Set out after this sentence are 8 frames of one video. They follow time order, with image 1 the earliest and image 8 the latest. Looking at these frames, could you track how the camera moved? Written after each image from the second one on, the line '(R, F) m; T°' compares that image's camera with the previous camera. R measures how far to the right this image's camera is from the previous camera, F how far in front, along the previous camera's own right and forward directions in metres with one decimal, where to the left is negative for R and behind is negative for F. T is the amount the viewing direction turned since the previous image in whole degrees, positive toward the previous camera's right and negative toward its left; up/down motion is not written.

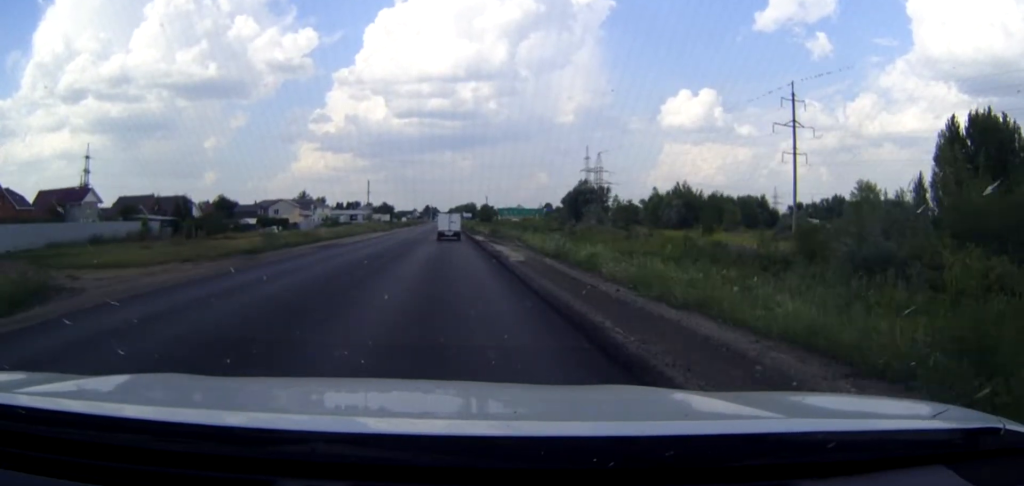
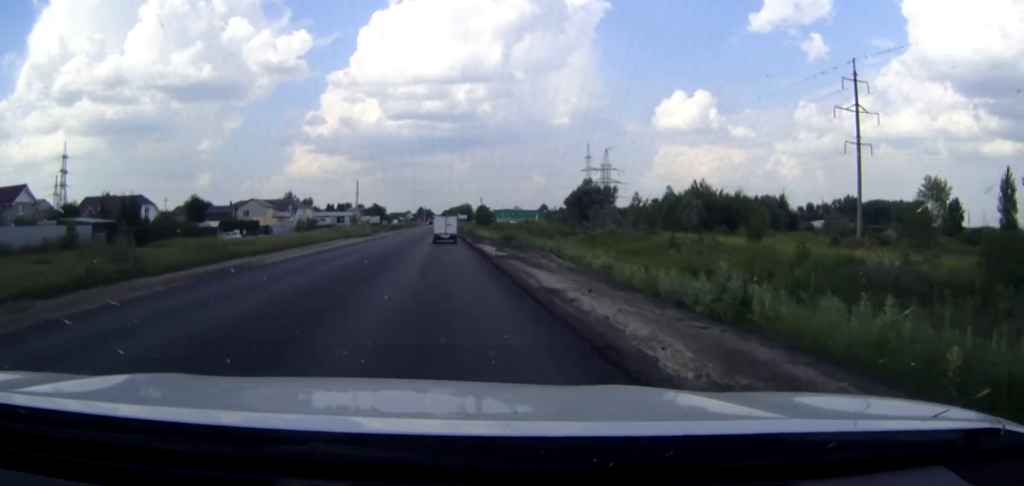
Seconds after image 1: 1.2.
(0.0, +20.7) m; 0°
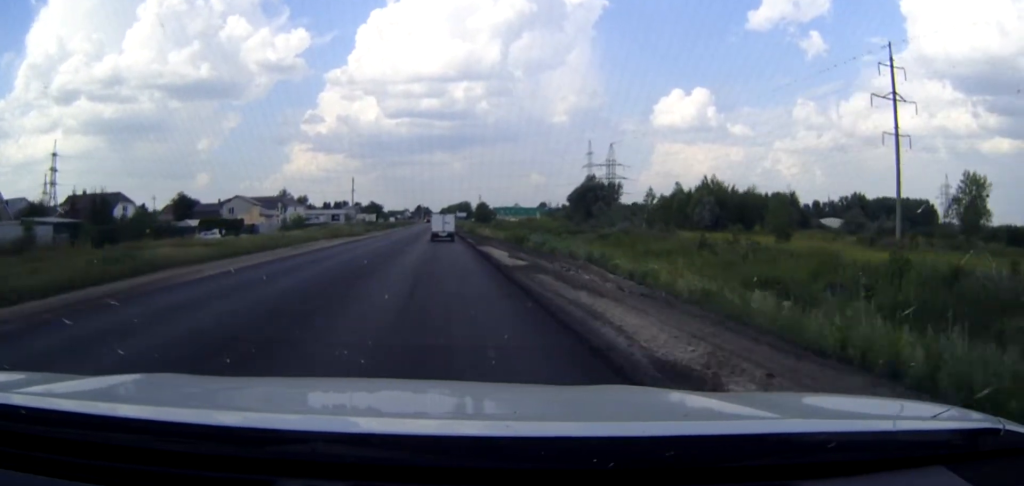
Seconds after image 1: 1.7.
(0.0, +9.4) m; 0°
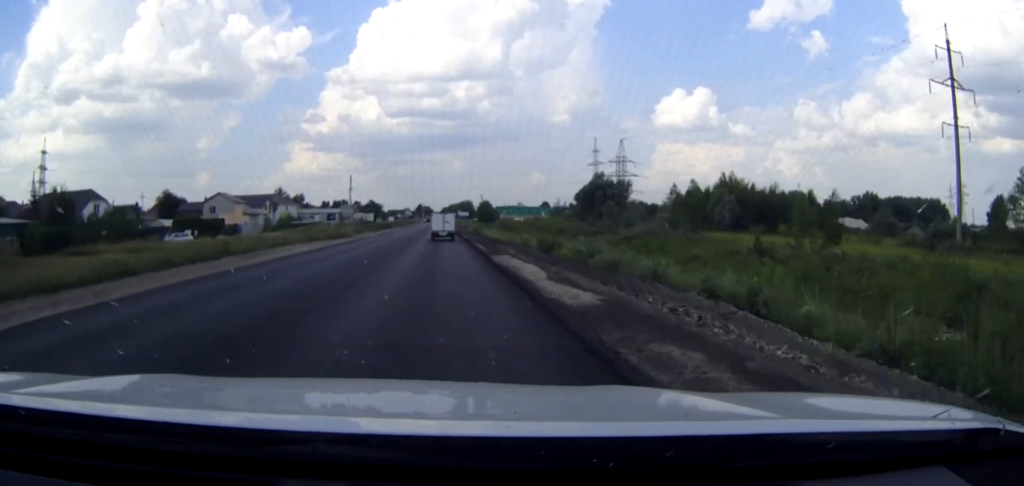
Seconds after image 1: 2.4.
(0.0, +11.8) m; 0°
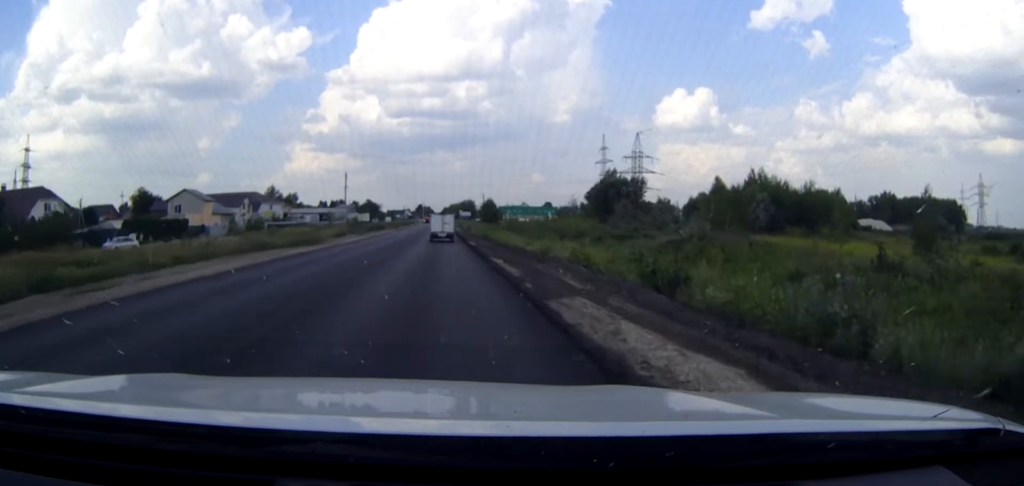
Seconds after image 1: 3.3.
(0.0, +17.0) m; 0°
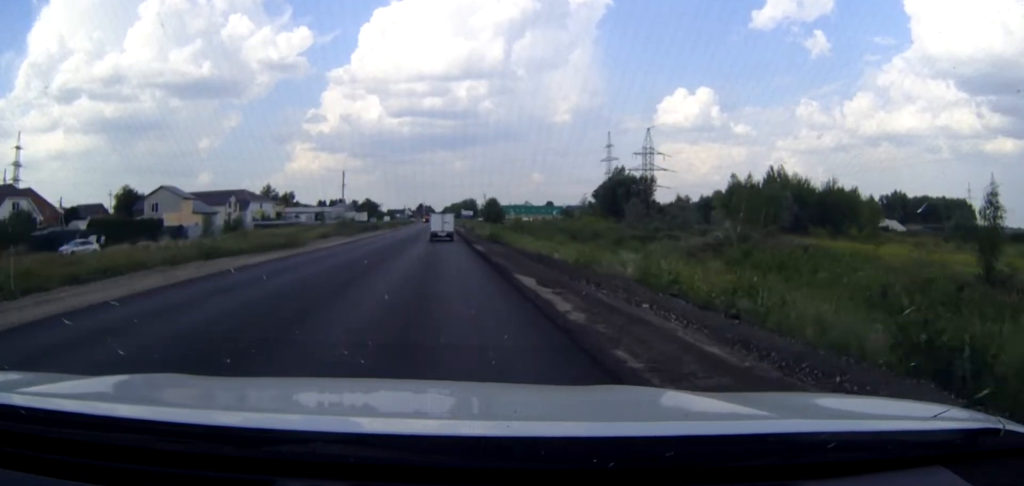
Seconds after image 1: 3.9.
(0.0, +9.4) m; 0°
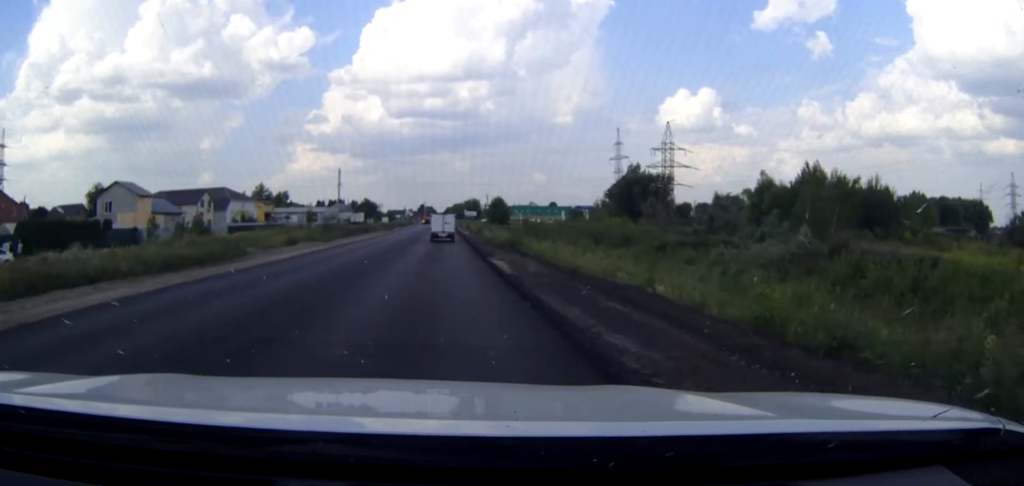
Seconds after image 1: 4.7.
(0.0, +15.3) m; 0°
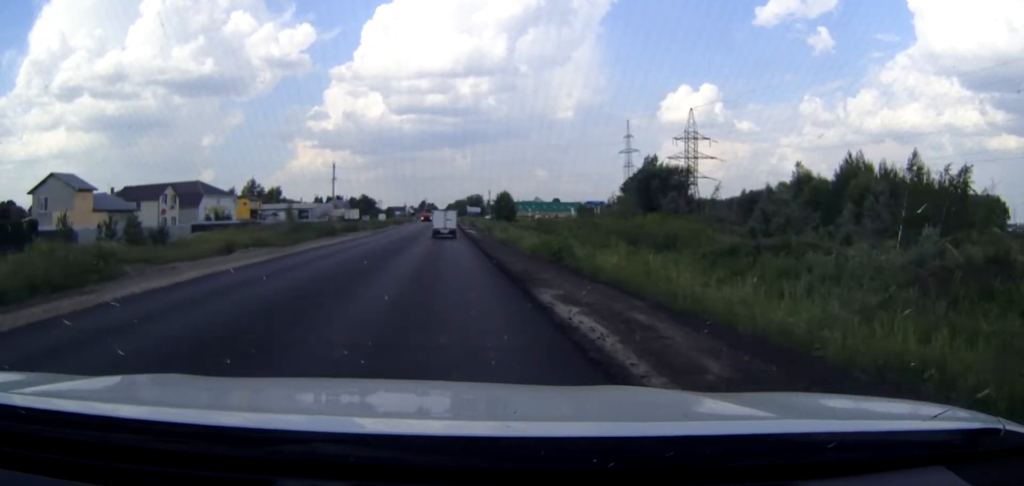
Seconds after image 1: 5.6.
(0.0, +15.8) m; 0°
